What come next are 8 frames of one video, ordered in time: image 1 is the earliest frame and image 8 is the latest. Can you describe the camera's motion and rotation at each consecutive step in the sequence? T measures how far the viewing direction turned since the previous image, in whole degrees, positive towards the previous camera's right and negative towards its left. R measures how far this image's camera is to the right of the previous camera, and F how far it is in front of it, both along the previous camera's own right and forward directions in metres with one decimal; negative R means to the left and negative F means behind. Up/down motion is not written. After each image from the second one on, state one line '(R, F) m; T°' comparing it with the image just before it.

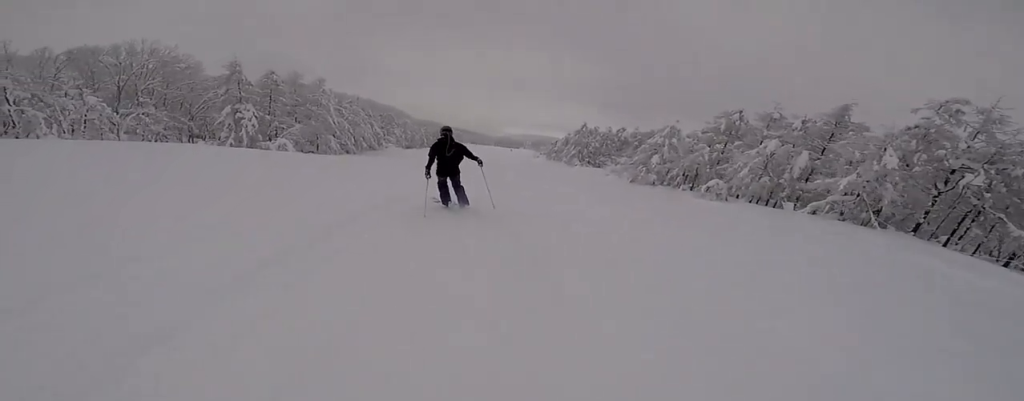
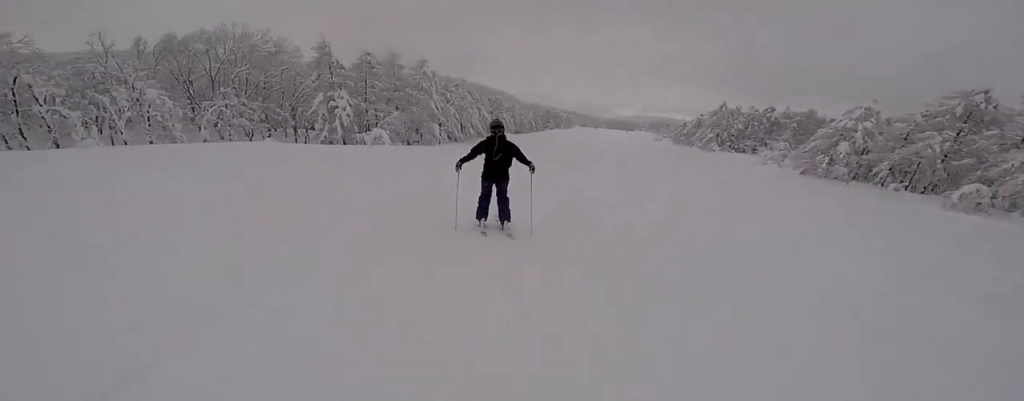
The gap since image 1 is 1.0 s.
(-1.7, +10.3) m; -2°
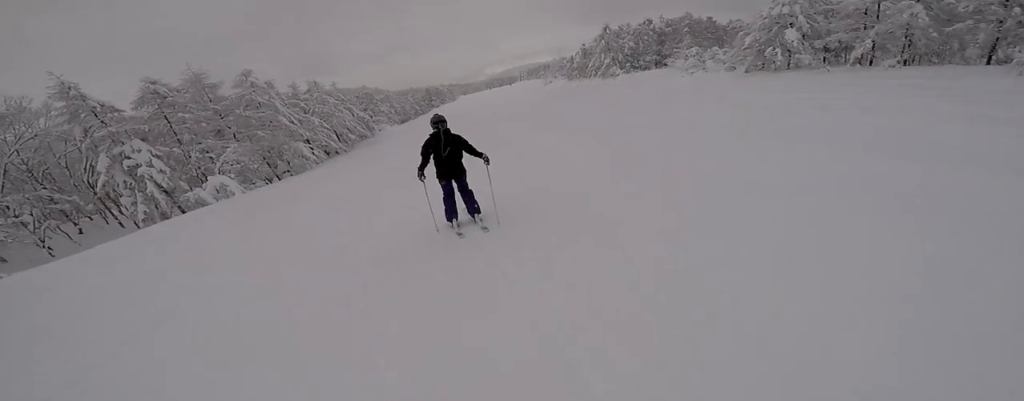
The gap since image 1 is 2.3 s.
(+2.3, +12.6) m; +12°
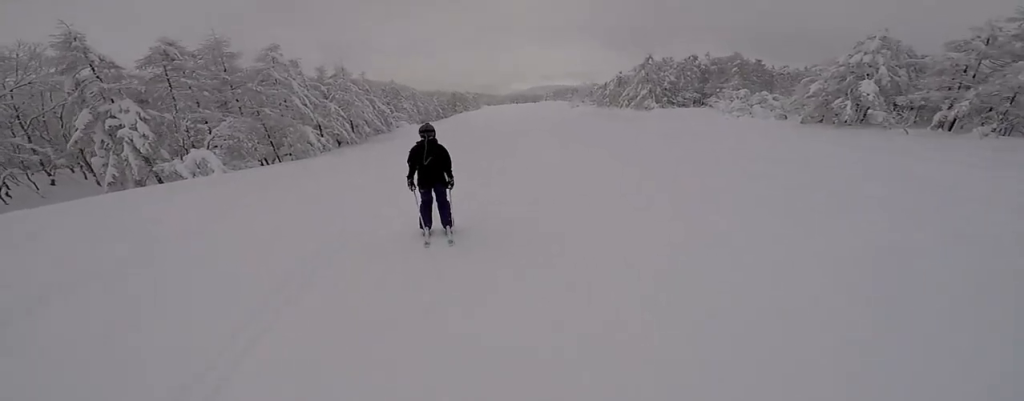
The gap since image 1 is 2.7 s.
(+0.6, +4.5) m; +1°
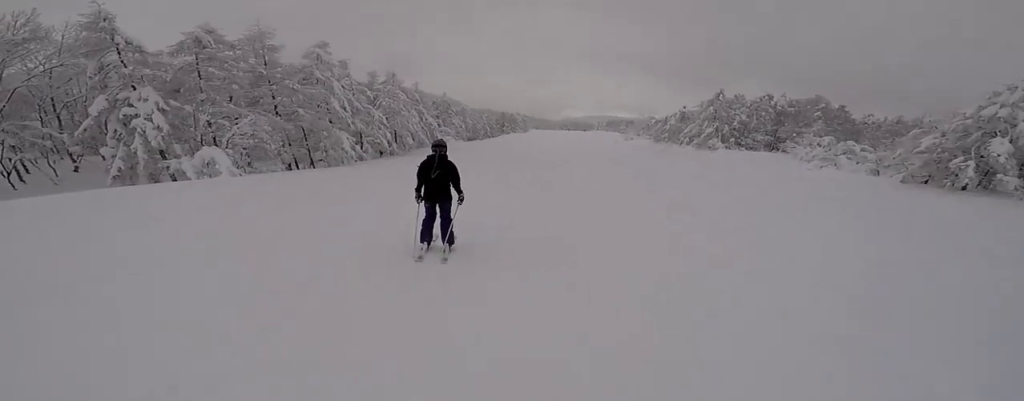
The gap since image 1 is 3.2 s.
(-0.6, +4.5) m; -4°
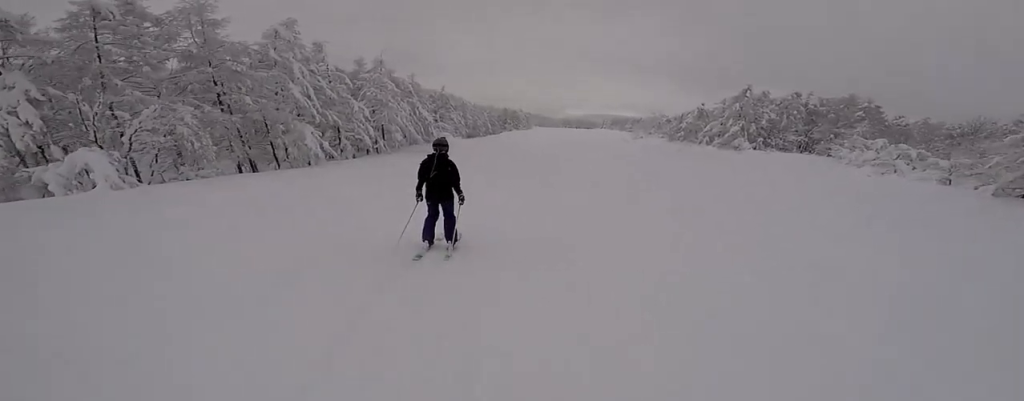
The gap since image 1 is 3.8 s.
(-0.6, +7.4) m; -4°
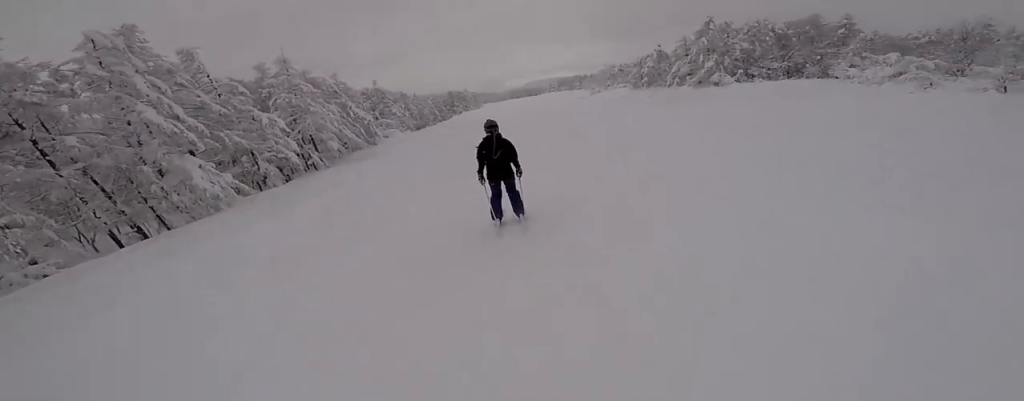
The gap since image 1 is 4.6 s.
(-0.1, +8.8) m; +1°
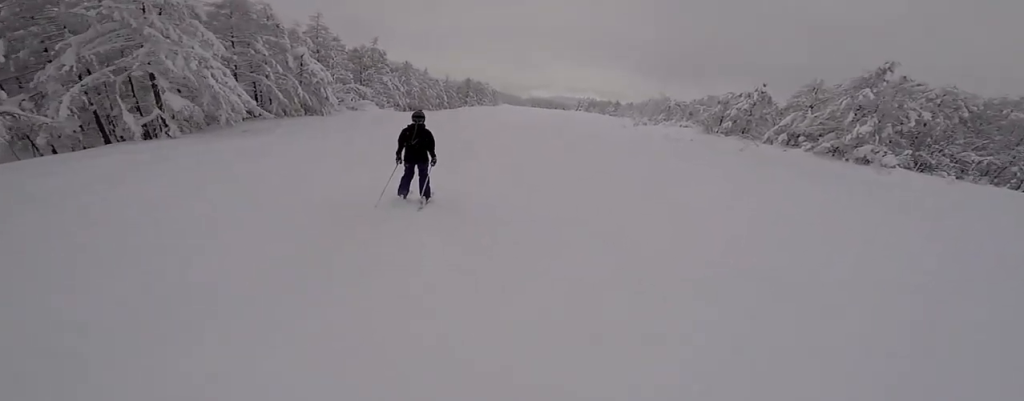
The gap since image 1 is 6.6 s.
(+3.1, +22.7) m; +8°
